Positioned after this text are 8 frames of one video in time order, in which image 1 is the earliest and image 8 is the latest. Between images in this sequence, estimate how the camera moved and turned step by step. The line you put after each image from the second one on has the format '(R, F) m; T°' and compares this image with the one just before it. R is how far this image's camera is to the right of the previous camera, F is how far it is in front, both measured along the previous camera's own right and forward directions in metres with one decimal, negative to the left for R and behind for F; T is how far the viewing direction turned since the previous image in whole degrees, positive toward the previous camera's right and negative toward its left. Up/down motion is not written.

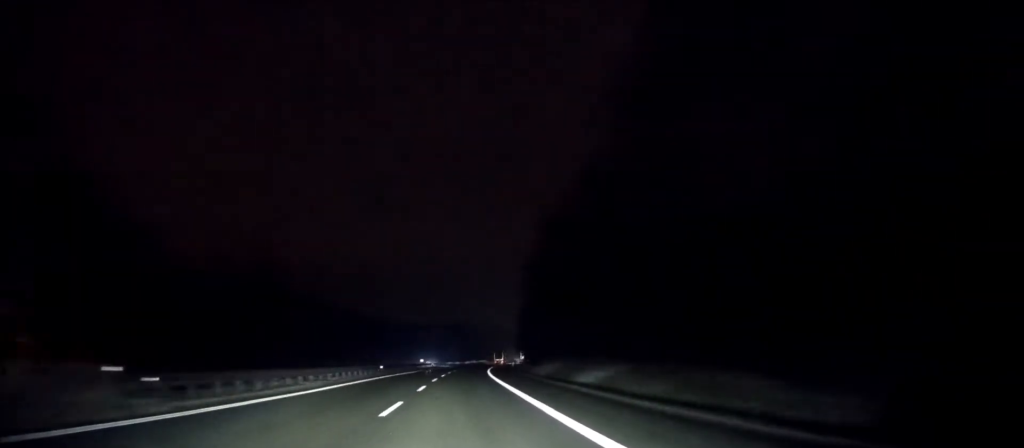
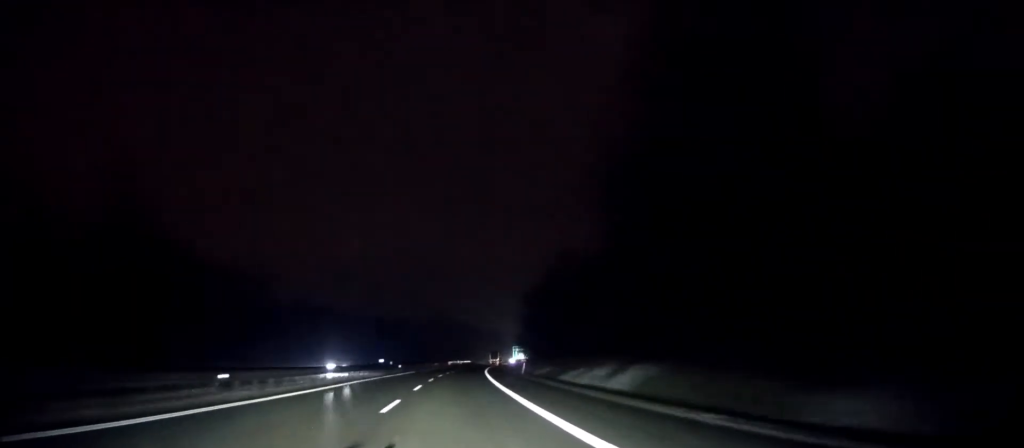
(+0.1, +33.1) m; +1°
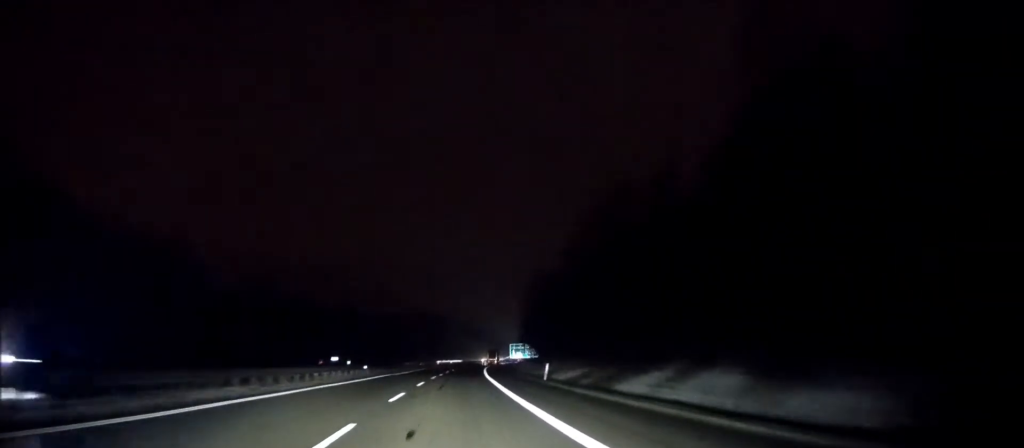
(+0.2, +19.6) m; +1°
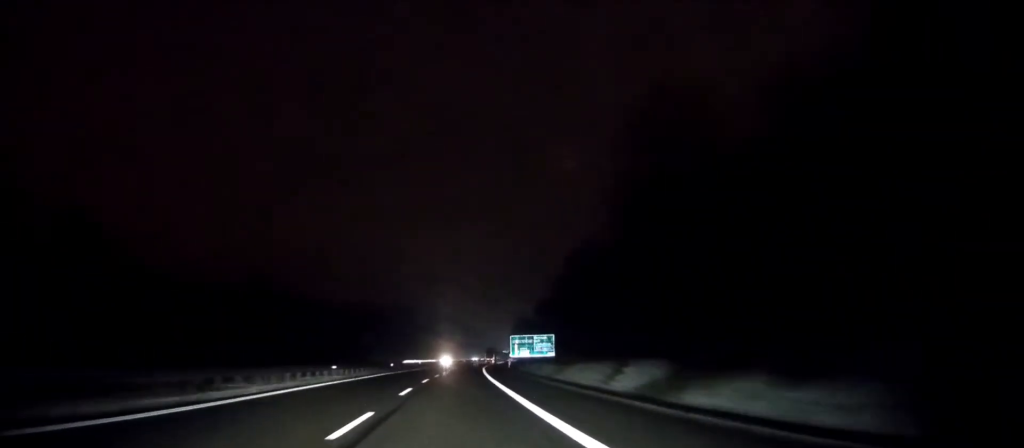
(+1.4, +52.6) m; +3°
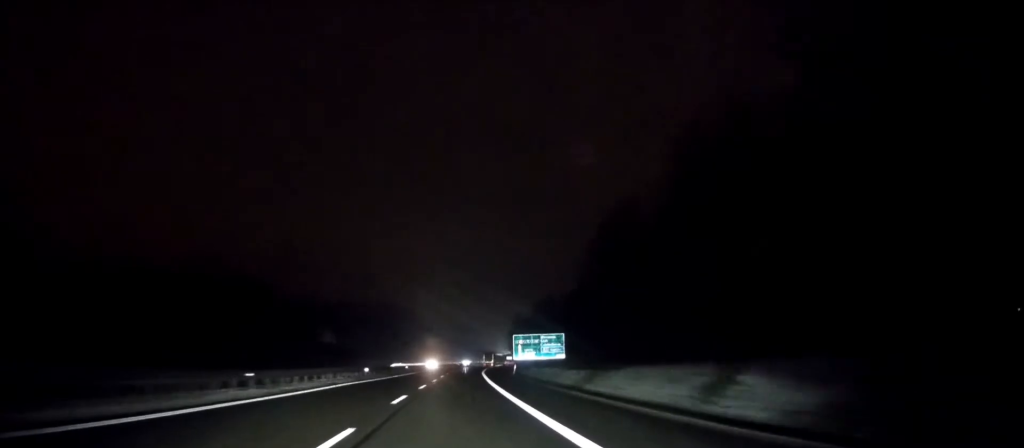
(+0.1, +14.3) m; 0°
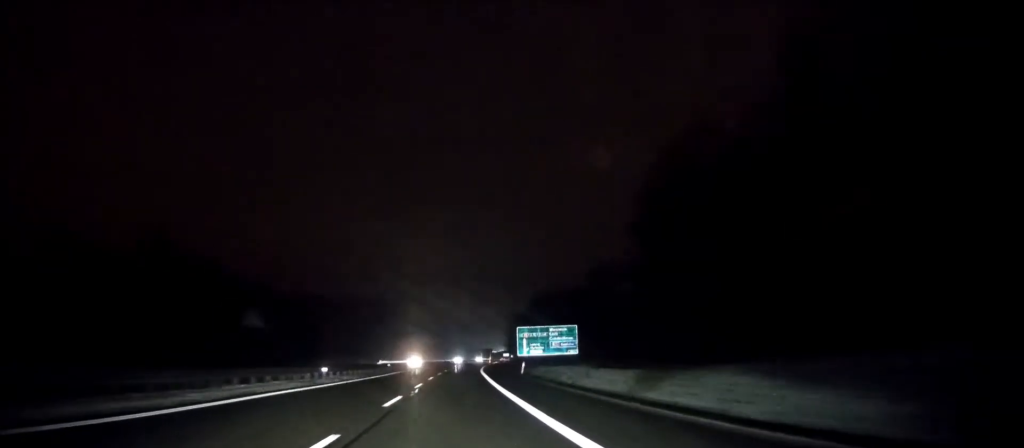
(0.0, +13.5) m; 0°
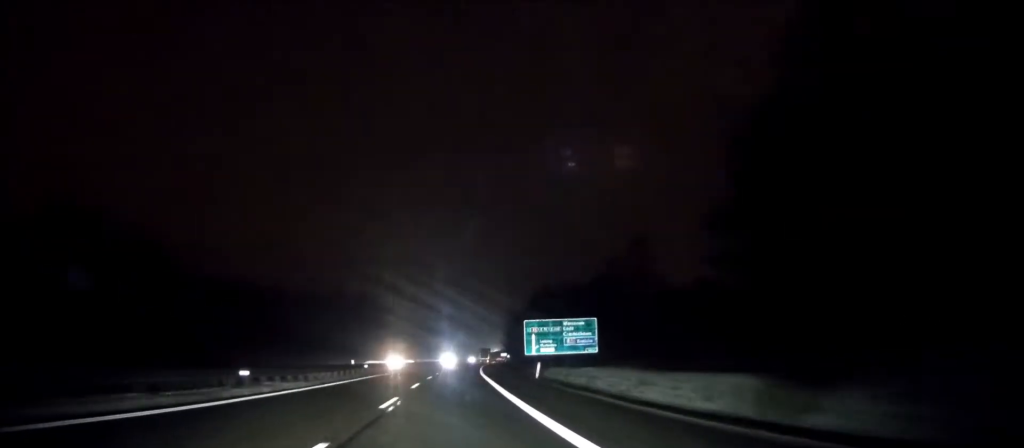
(0.0, +12.6) m; 0°
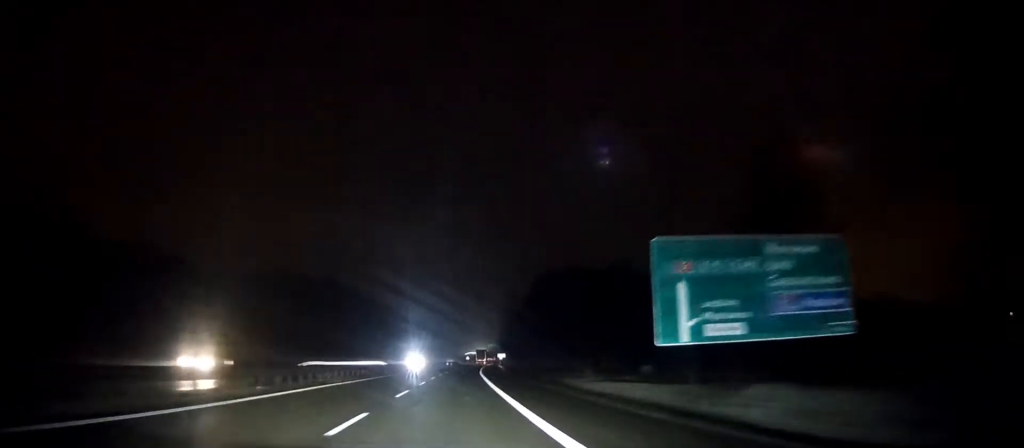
(+0.7, +42.4) m; +1°
